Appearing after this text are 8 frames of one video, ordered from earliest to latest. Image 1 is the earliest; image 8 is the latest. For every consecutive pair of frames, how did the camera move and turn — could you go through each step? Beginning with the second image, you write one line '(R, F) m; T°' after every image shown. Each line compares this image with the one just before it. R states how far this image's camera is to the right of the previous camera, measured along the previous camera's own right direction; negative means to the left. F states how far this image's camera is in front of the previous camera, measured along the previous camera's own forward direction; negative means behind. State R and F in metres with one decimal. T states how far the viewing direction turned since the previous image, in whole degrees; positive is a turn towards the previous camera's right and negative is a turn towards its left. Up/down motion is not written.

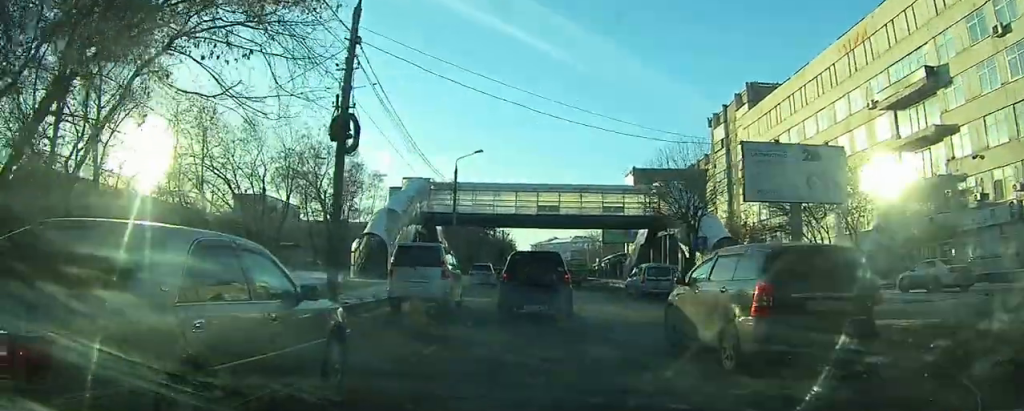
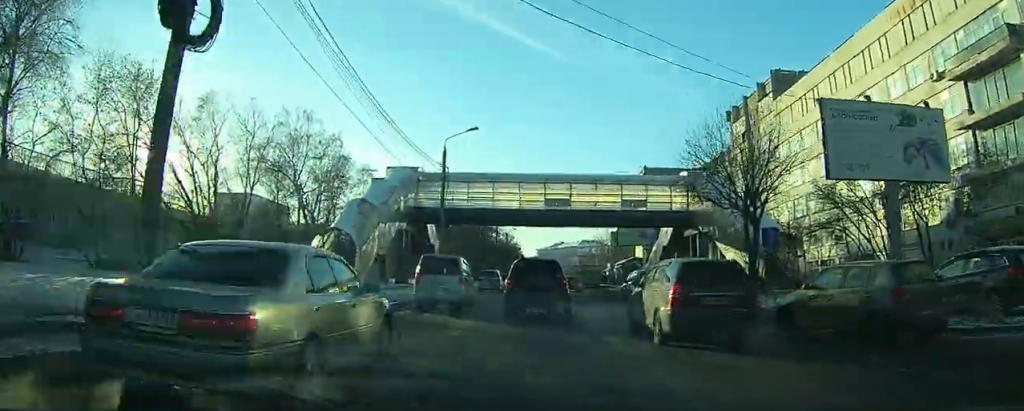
(-0.4, +8.5) m; -3°
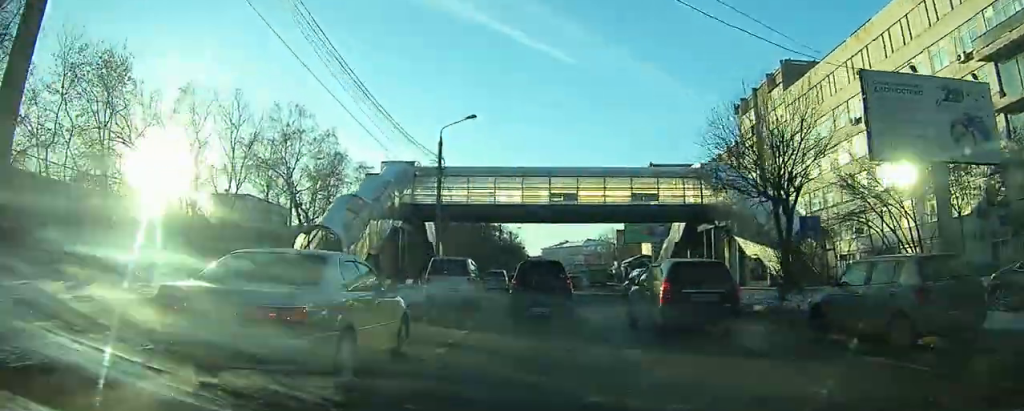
(0.0, +2.9) m; 0°
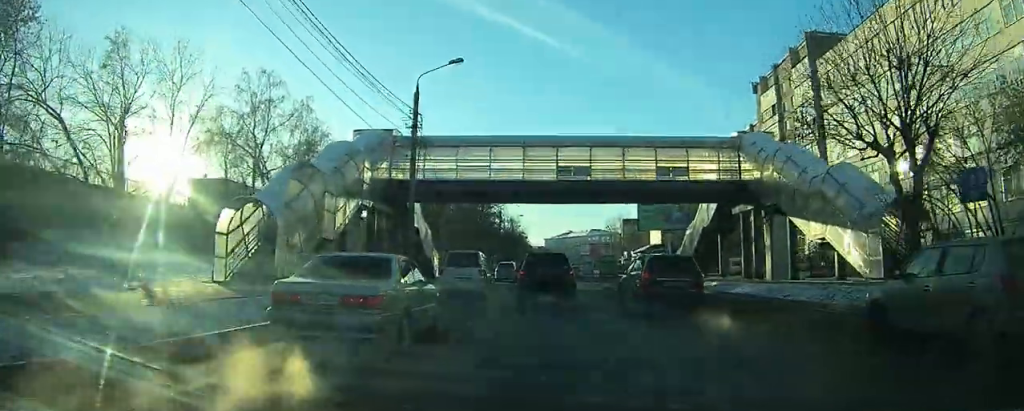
(0.0, +7.2) m; 0°
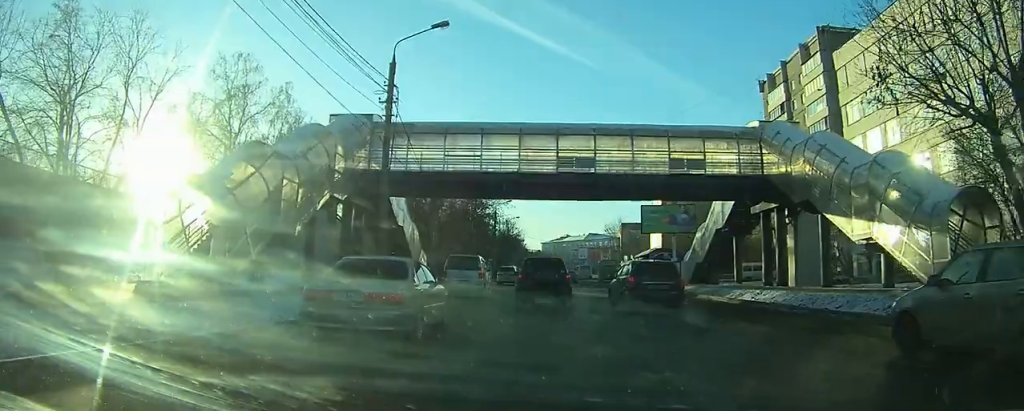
(0.0, +3.7) m; 0°
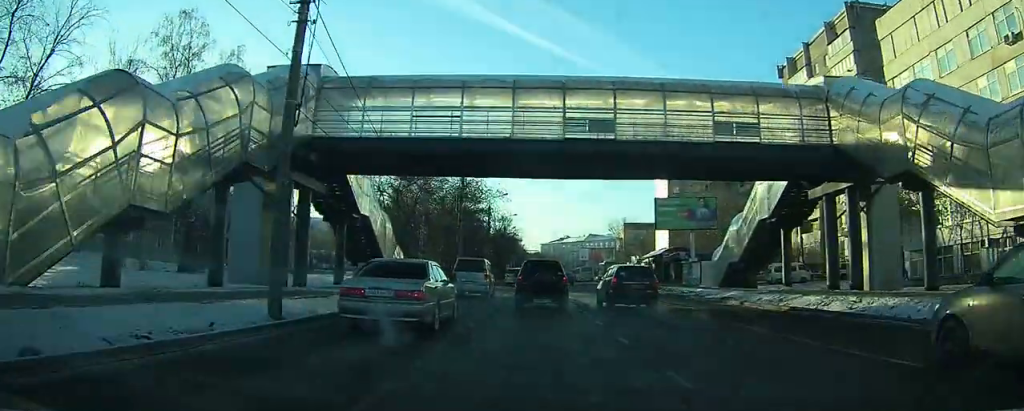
(0.0, +6.9) m; +1°
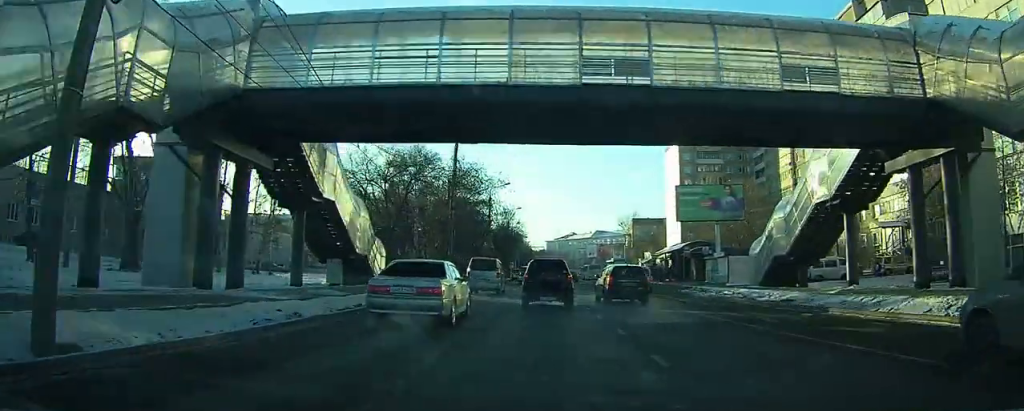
(0.0, +5.7) m; +1°
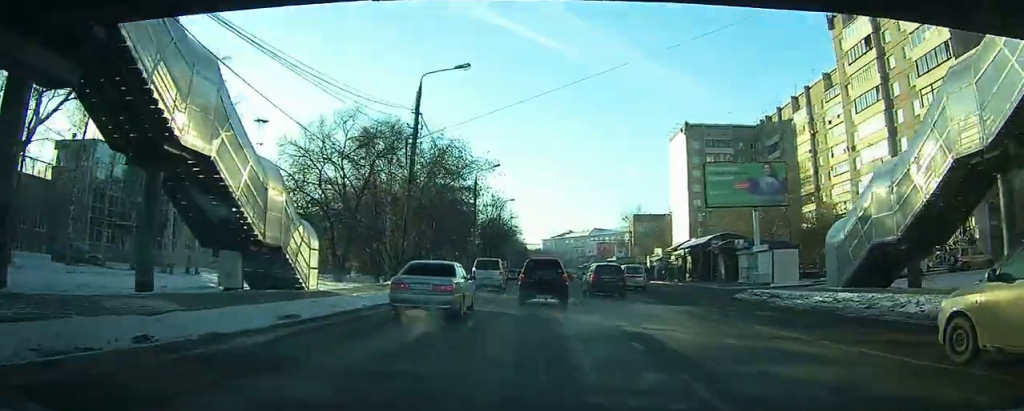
(+0.1, +10.5) m; +2°
